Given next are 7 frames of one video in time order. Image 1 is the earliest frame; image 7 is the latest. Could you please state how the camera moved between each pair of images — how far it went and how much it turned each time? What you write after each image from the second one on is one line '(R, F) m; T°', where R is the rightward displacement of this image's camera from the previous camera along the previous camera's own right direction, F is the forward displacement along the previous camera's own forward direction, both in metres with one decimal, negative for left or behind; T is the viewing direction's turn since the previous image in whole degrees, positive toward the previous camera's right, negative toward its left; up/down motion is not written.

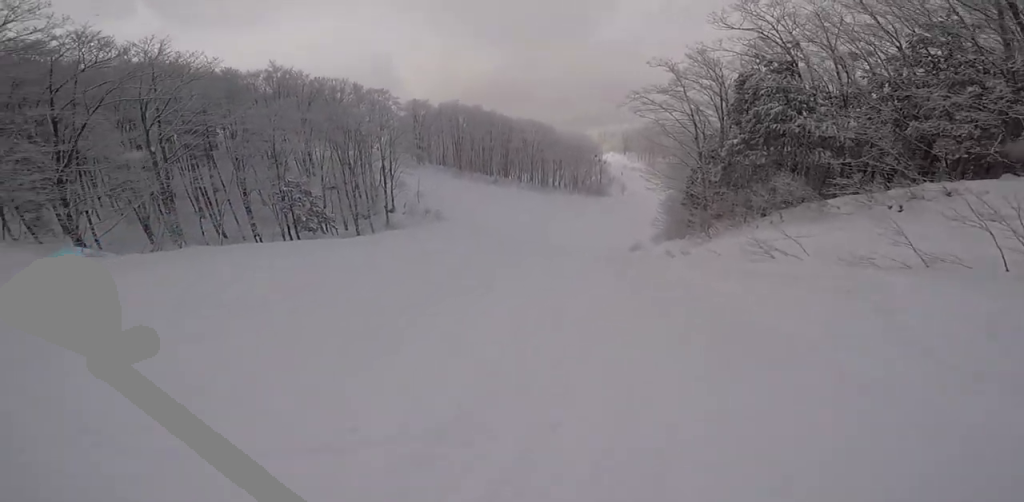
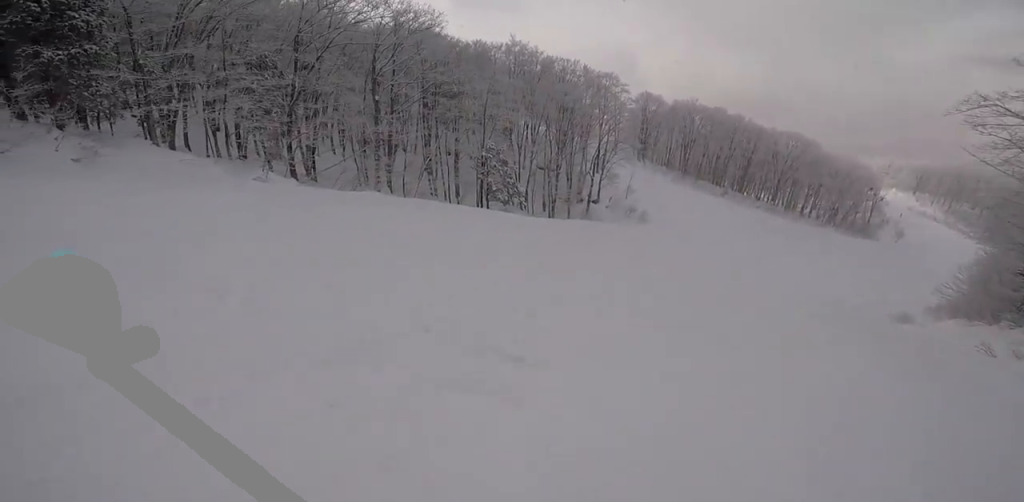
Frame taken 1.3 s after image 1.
(-2.4, +4.8) m; -31°
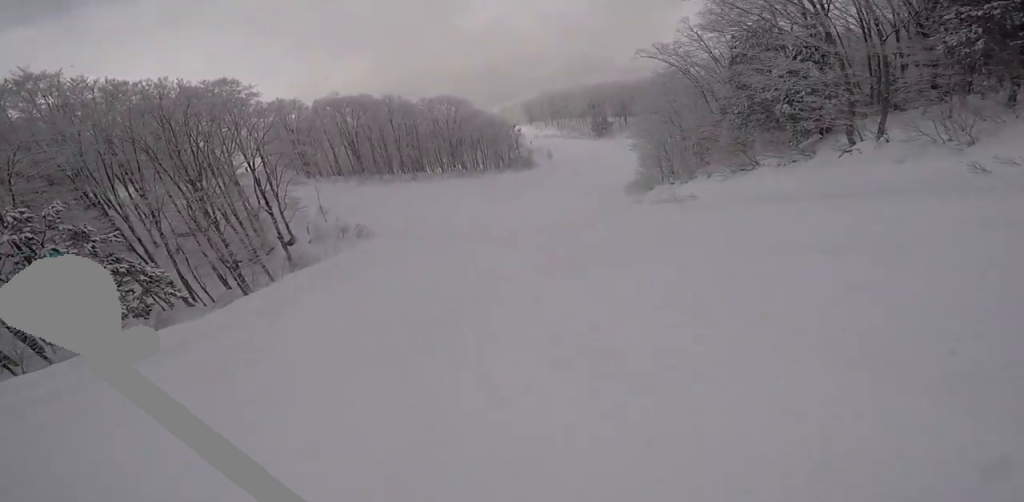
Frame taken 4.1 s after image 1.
(+6.4, +17.4) m; +42°
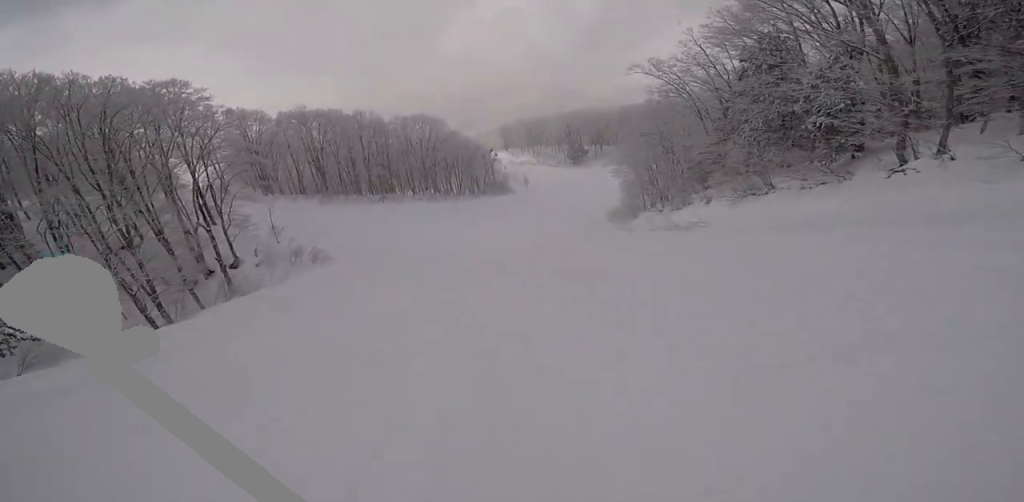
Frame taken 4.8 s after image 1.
(+0.1, +6.3) m; +10°
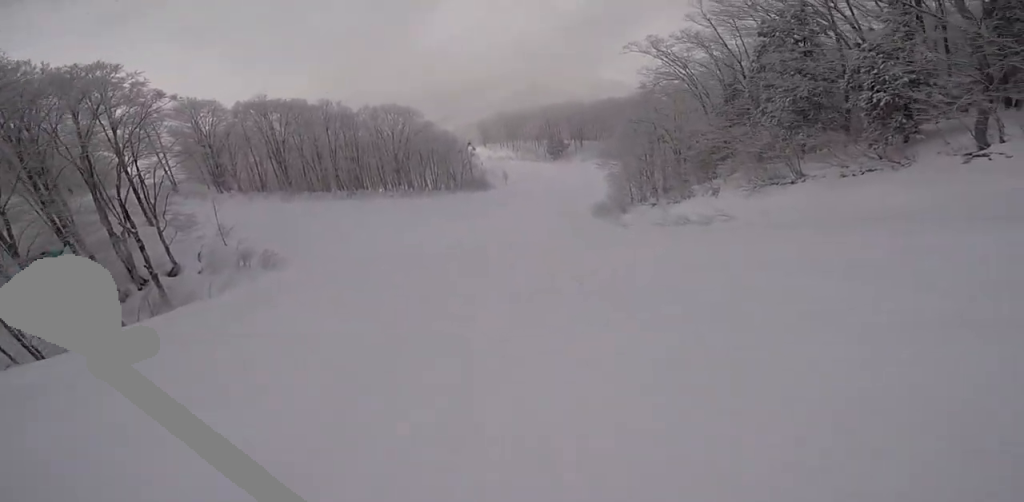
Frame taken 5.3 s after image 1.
(+0.8, +5.9) m; +4°
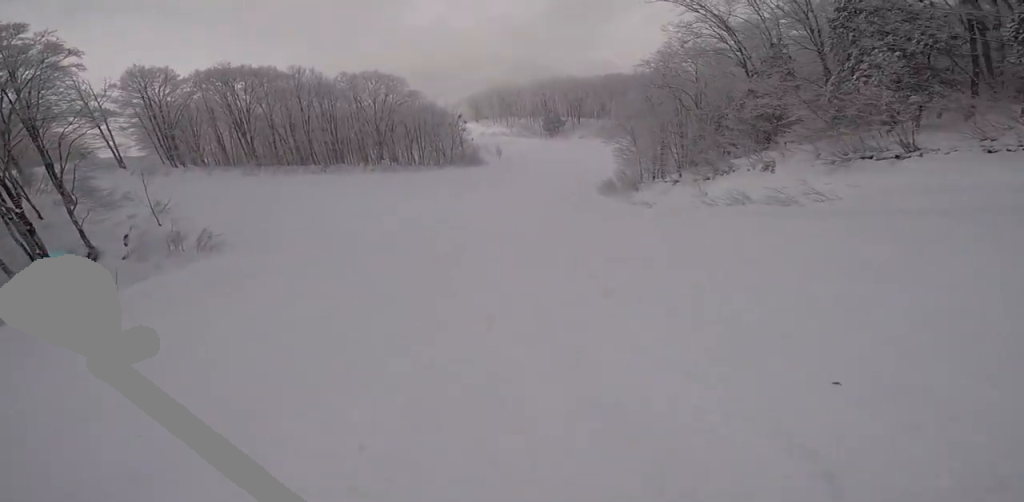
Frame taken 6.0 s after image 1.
(+0.4, +7.9) m; +1°
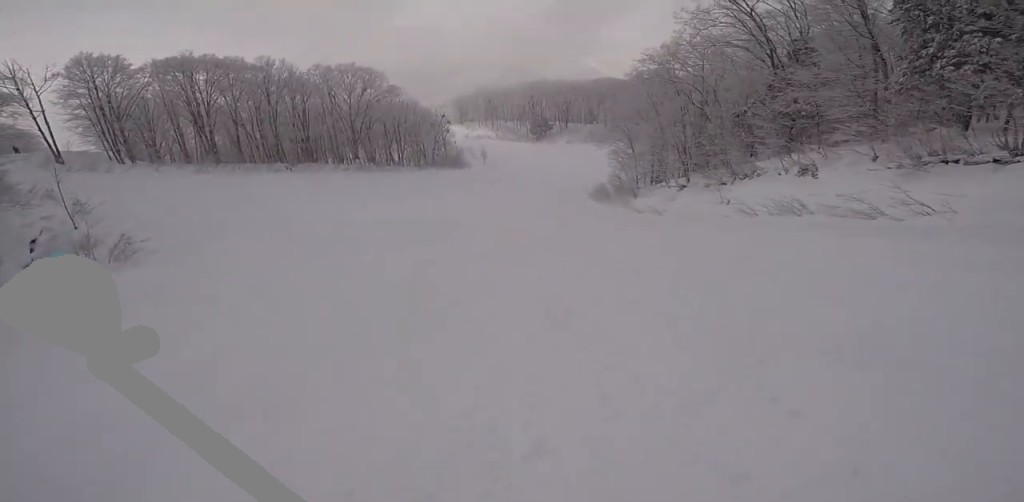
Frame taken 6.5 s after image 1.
(+0.1, +5.6) m; -3°
